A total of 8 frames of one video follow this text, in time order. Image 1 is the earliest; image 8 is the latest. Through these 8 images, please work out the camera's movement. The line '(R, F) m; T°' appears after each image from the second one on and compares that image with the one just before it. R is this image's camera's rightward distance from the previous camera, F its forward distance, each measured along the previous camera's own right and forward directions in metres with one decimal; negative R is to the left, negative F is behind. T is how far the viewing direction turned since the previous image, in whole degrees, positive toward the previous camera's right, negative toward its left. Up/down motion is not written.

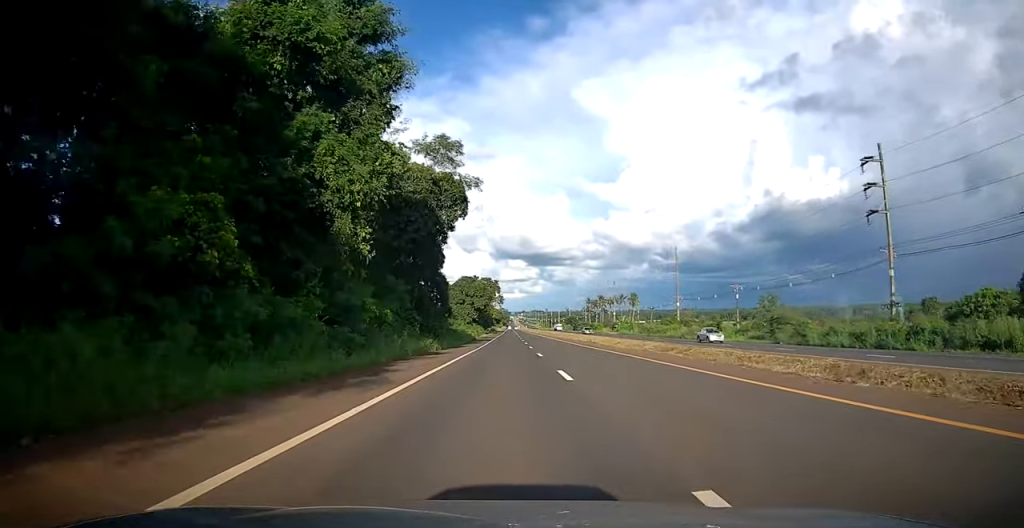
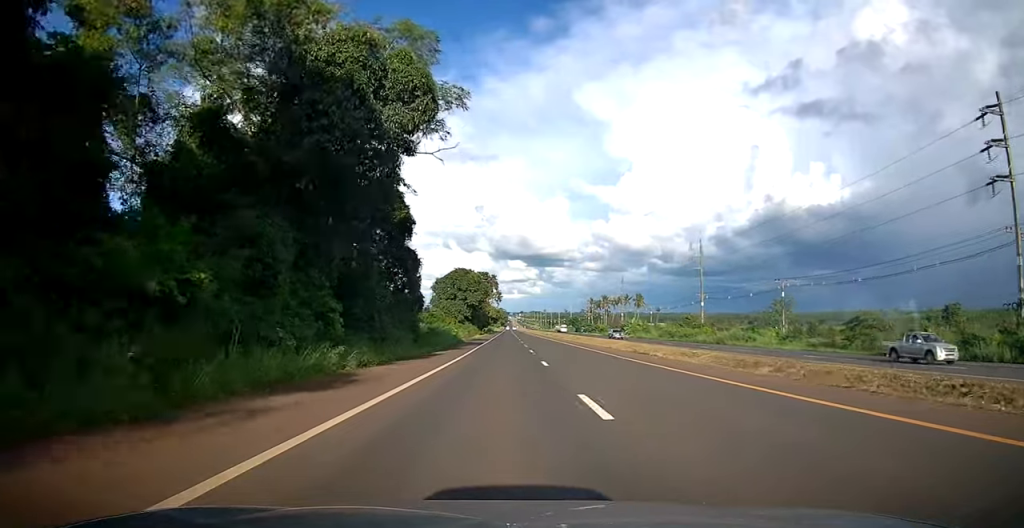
(-0.1, +18.2) m; 0°
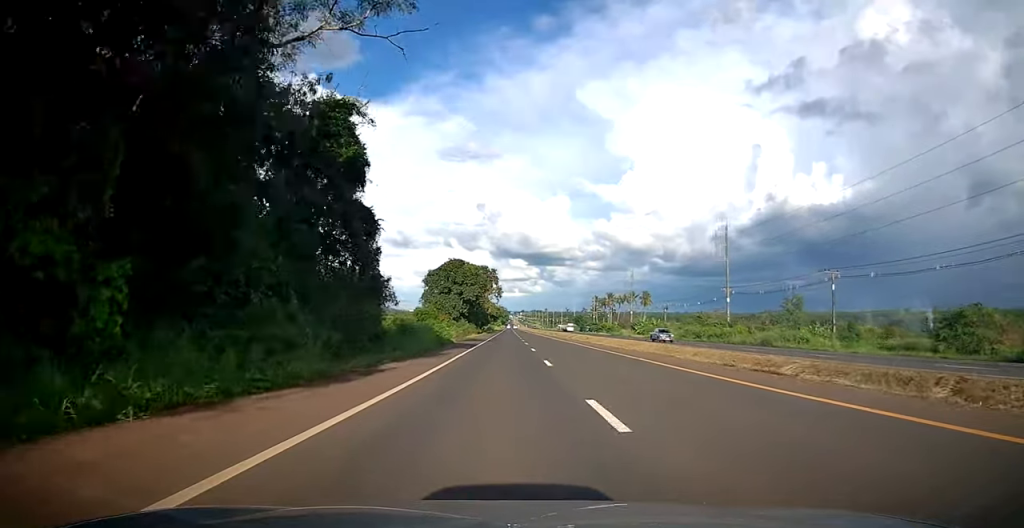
(-0.2, +13.8) m; 0°
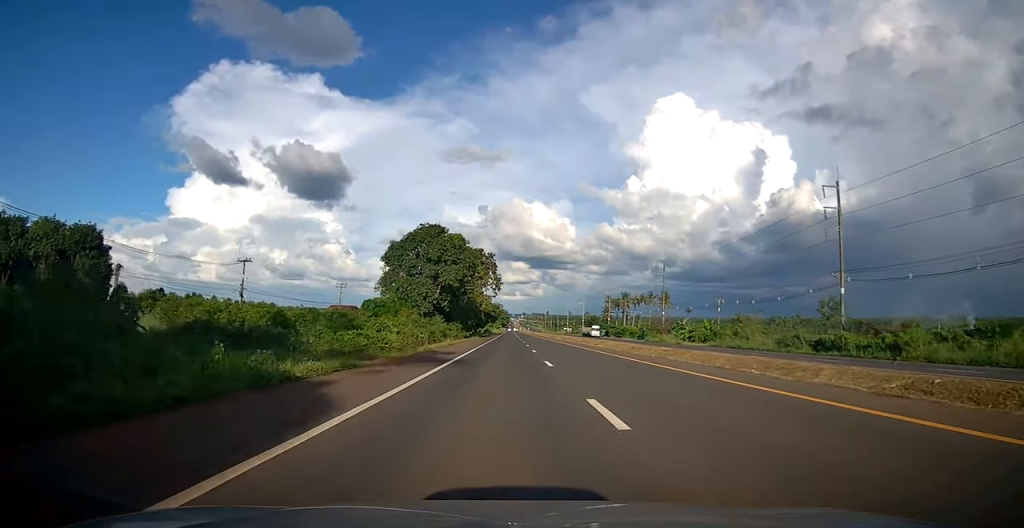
(+0.5, +37.4) m; +1°
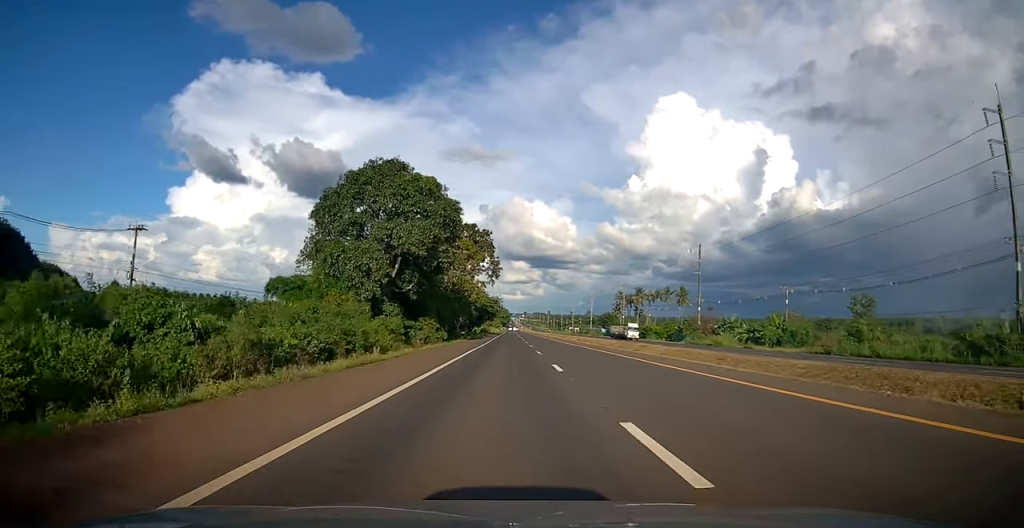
(-0.1, +24.8) m; 0°
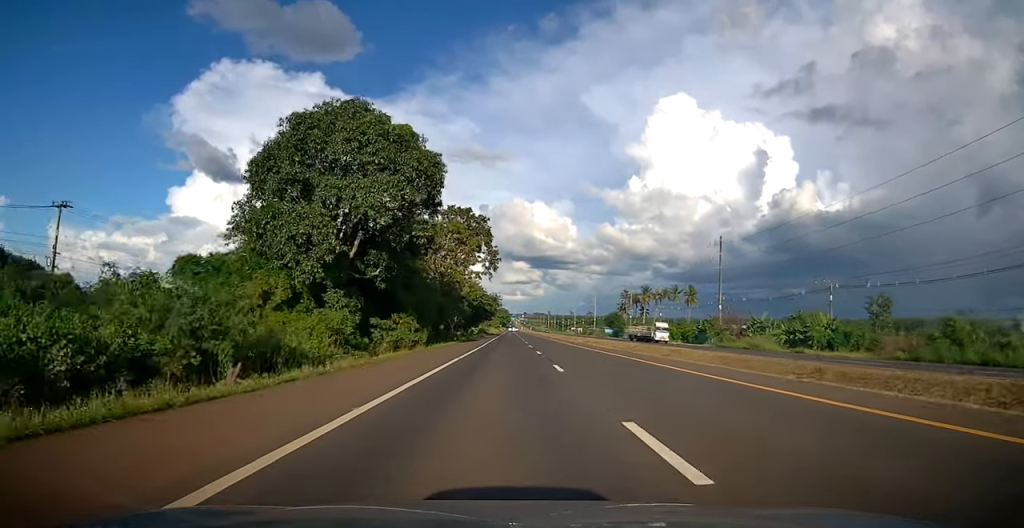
(0.0, +11.2) m; 0°
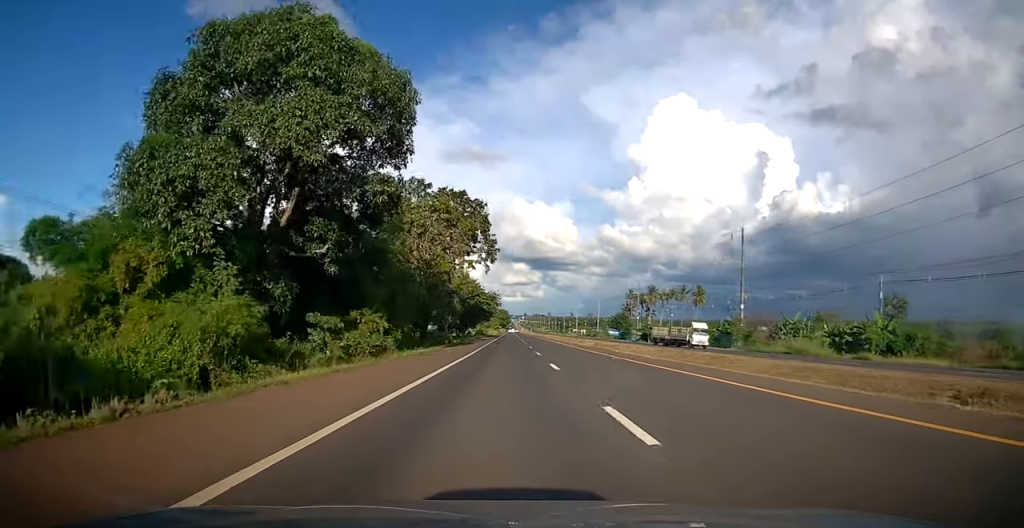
(+0.1, +9.9) m; 0°
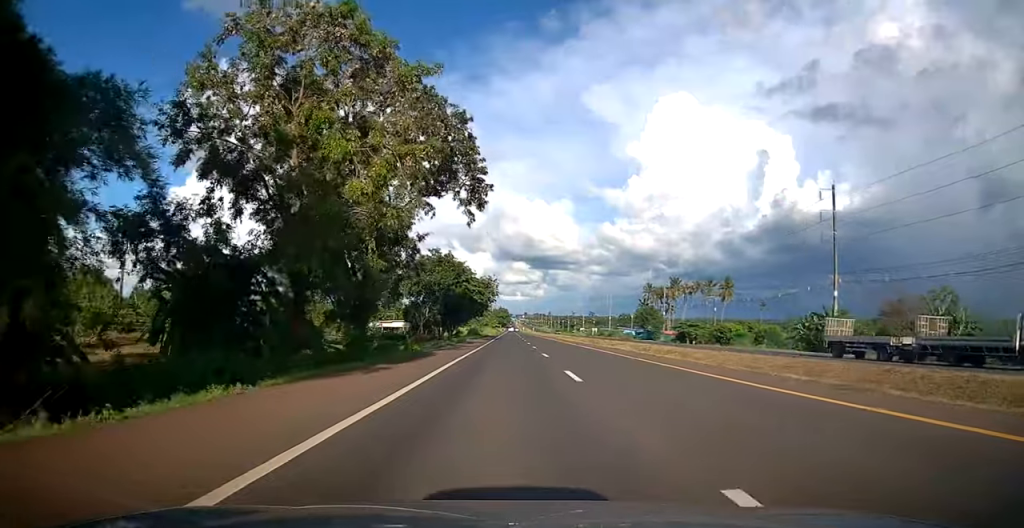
(+0.1, +28.3) m; 0°
